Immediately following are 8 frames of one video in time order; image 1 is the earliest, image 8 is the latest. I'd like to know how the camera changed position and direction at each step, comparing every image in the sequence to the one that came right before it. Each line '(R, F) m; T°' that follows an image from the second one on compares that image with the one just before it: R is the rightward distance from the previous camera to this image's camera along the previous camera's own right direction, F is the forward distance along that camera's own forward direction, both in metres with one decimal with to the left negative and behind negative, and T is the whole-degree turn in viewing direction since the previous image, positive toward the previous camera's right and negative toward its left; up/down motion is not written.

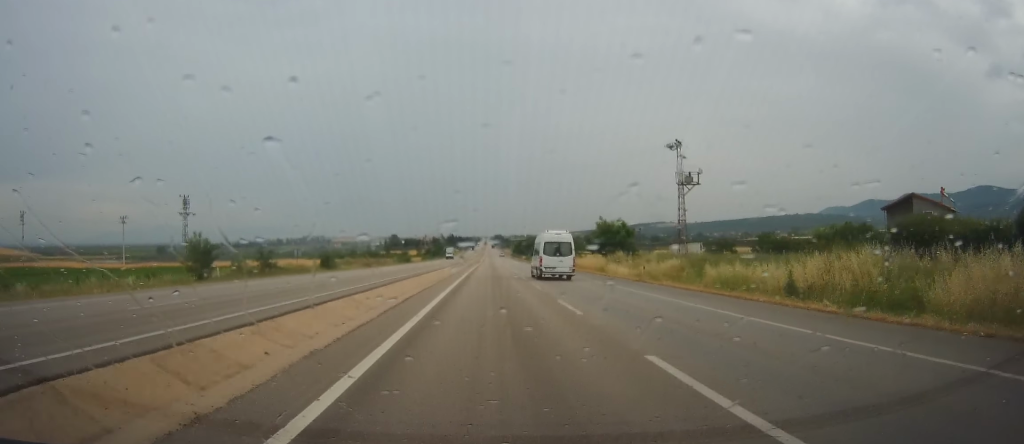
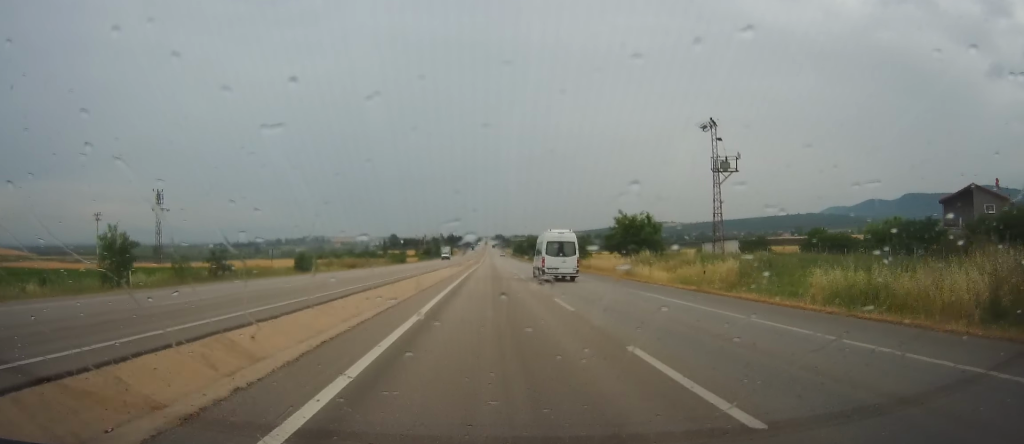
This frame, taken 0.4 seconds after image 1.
(0.0, +10.8) m; 0°
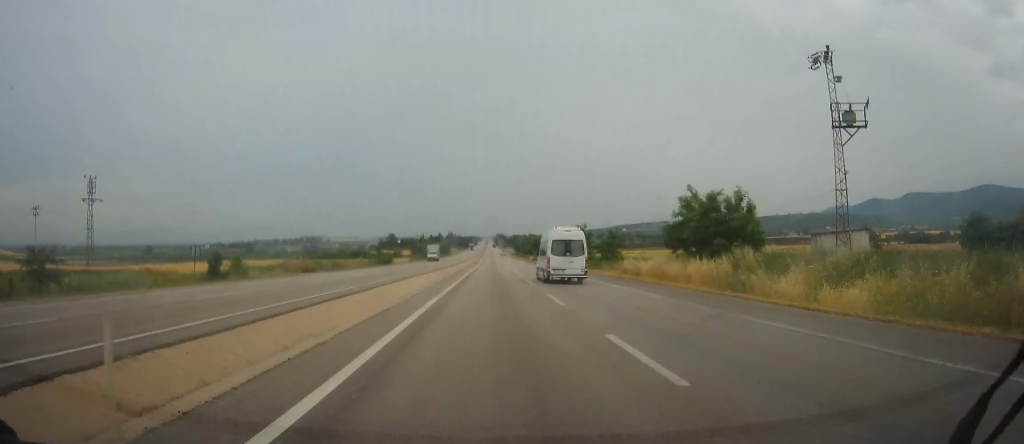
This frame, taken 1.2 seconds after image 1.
(0.0, +20.4) m; 0°
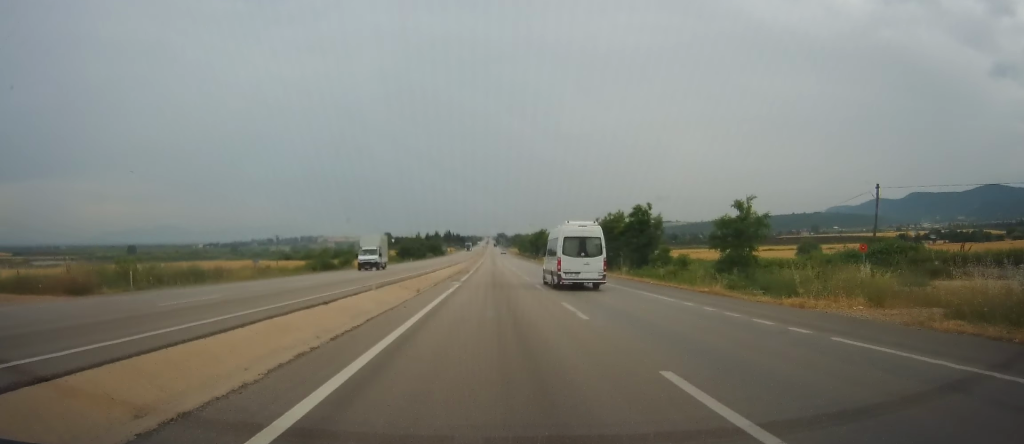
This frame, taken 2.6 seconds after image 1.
(+0.1, +38.4) m; 0°
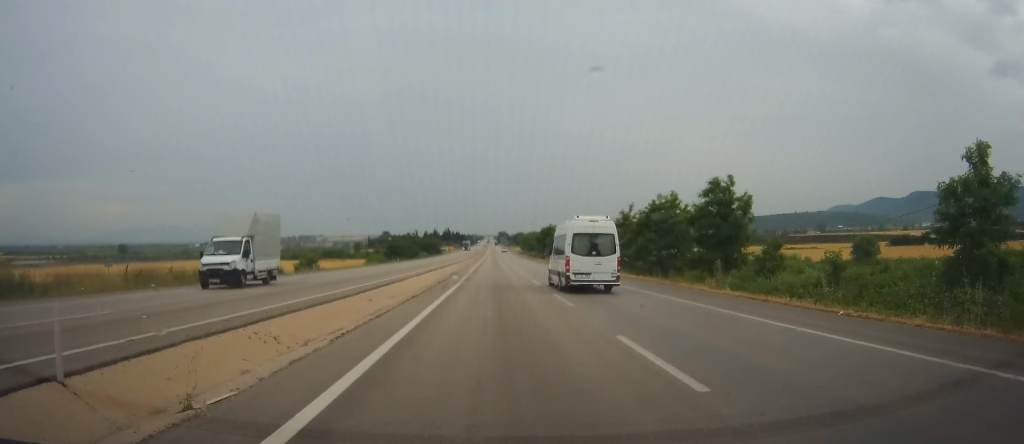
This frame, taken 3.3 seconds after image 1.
(-0.1, +18.8) m; -1°
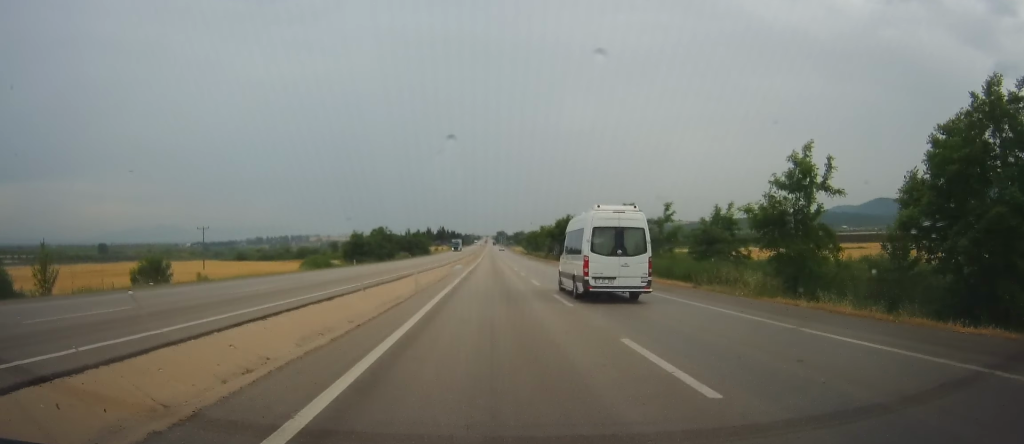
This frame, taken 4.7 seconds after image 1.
(-0.6, +34.9) m; -1°
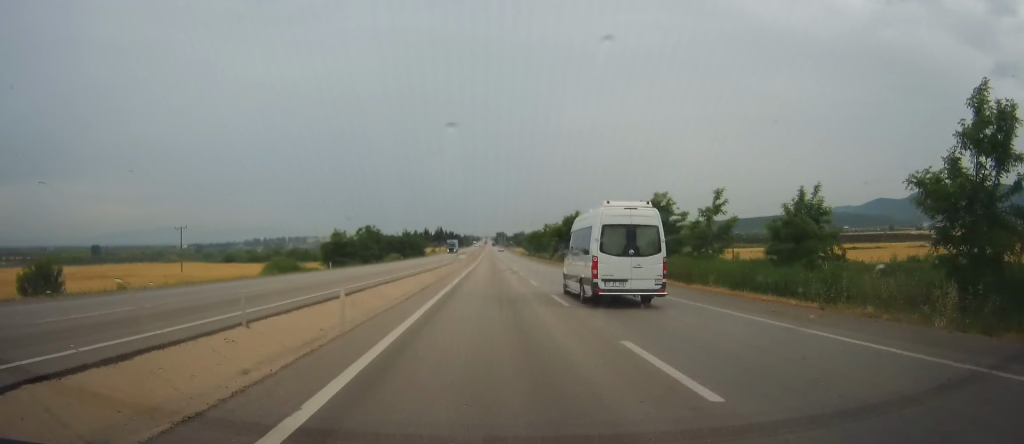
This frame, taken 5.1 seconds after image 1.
(0.0, +12.4) m; +2°
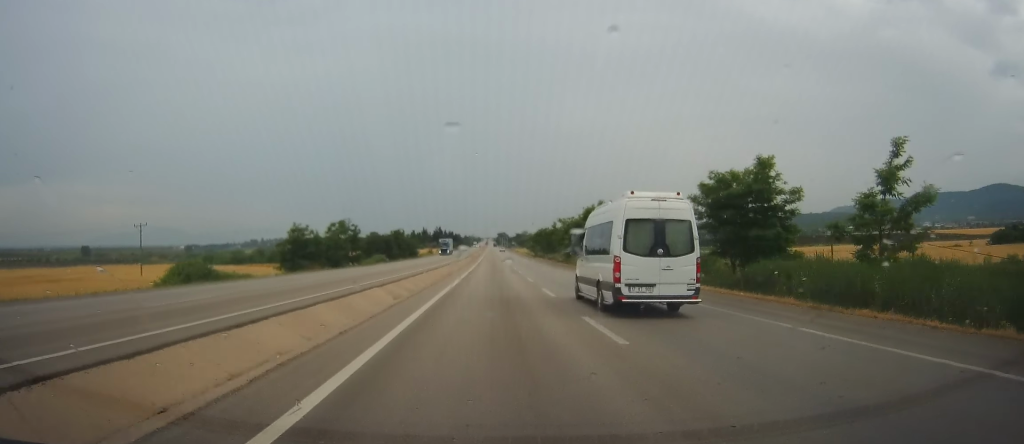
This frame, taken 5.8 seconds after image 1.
(0.0, +18.7) m; +2°
